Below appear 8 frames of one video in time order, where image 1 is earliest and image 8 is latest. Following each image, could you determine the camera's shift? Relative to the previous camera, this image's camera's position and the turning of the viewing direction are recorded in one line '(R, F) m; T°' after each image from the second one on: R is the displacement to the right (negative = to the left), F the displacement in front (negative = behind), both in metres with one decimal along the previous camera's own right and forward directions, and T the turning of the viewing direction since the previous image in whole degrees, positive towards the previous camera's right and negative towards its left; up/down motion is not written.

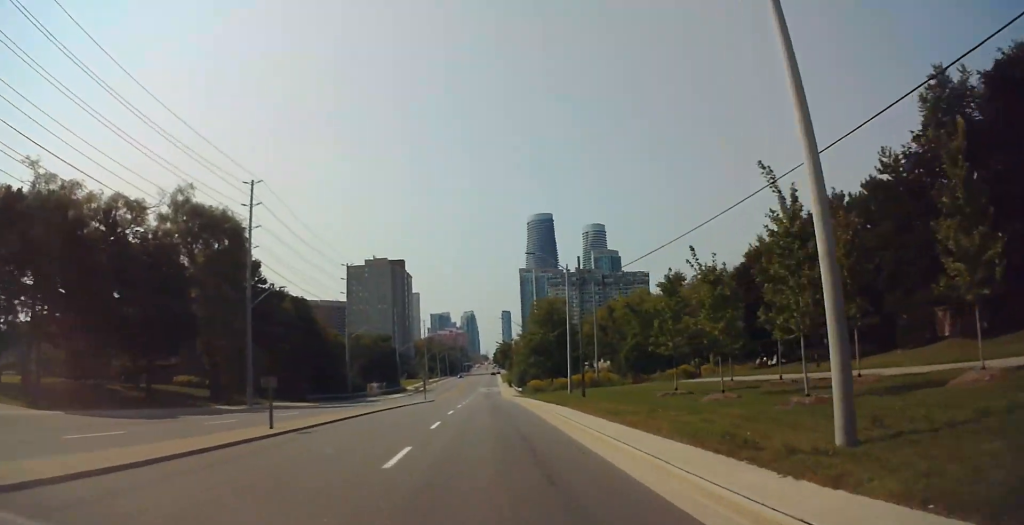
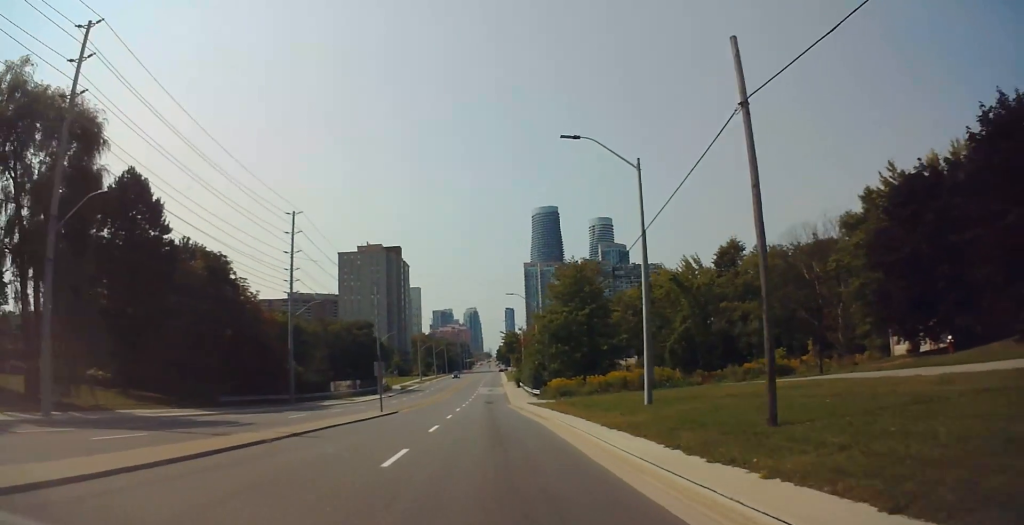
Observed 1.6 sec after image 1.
(+0.4, +25.3) m; 0°
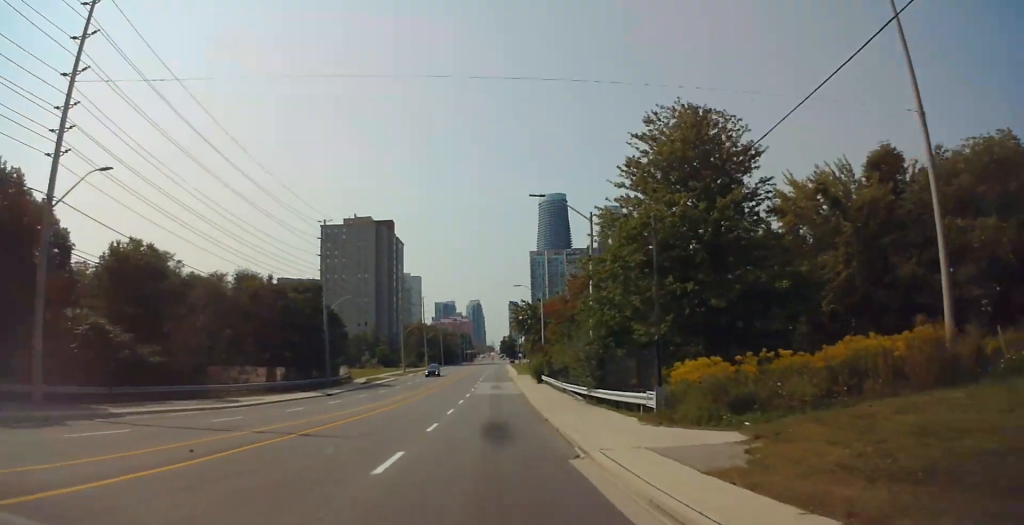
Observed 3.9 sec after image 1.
(-0.1, +36.1) m; +2°
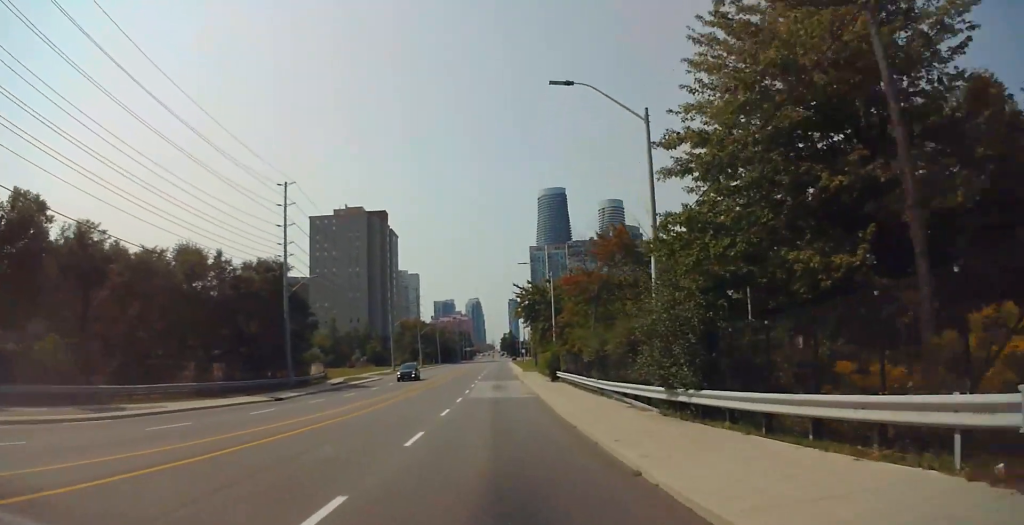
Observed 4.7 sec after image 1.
(+0.2, +13.6) m; 0°
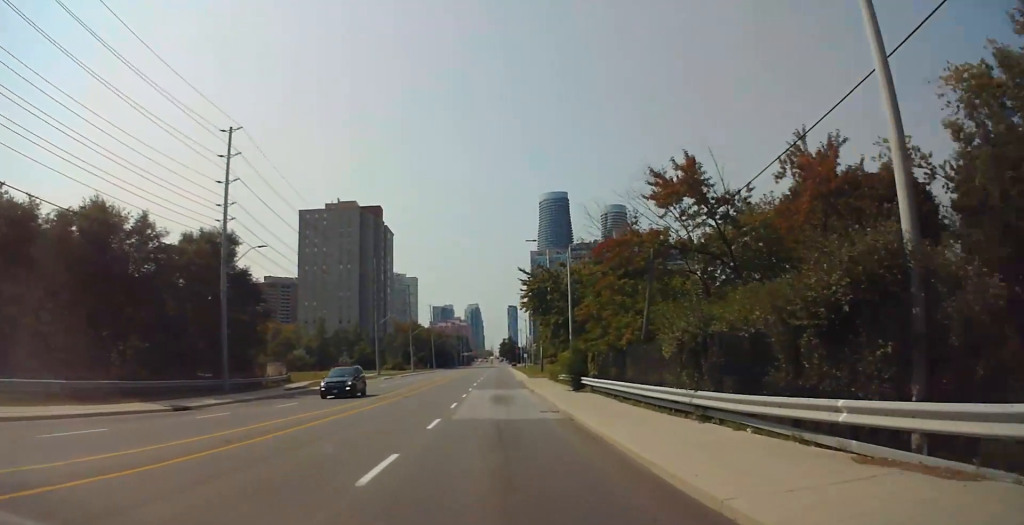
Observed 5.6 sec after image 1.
(-0.2, +13.8) m; -2°
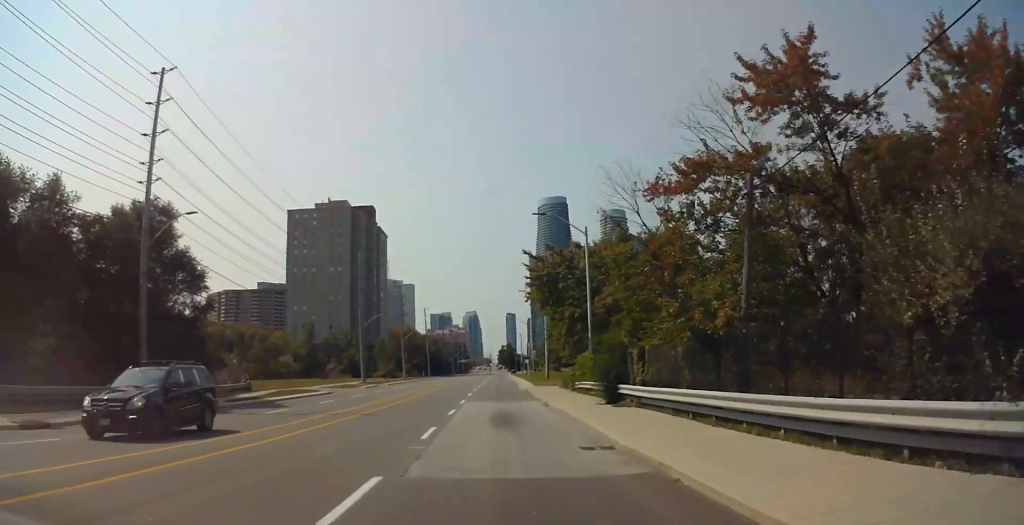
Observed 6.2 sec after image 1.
(-0.1, +10.5) m; -1°
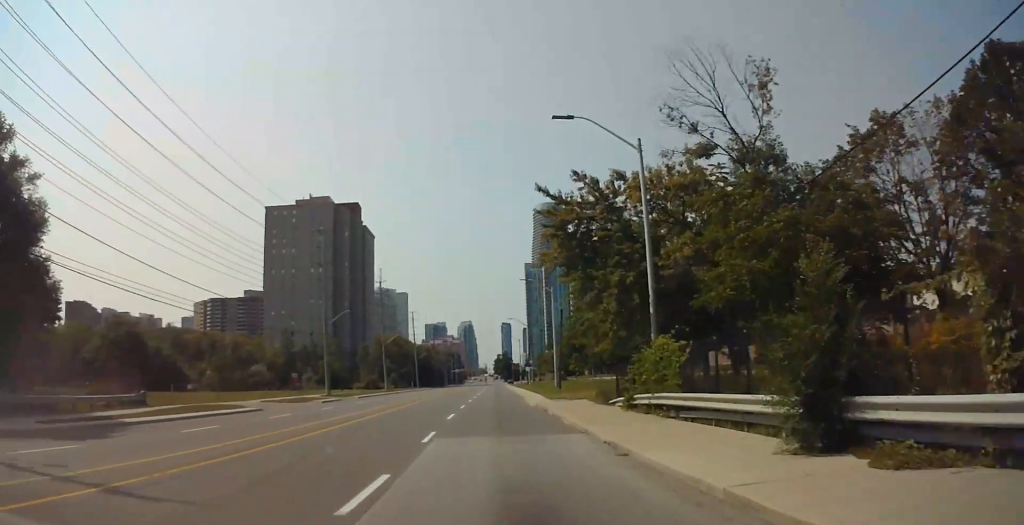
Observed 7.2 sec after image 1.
(-0.1, +16.8) m; 0°
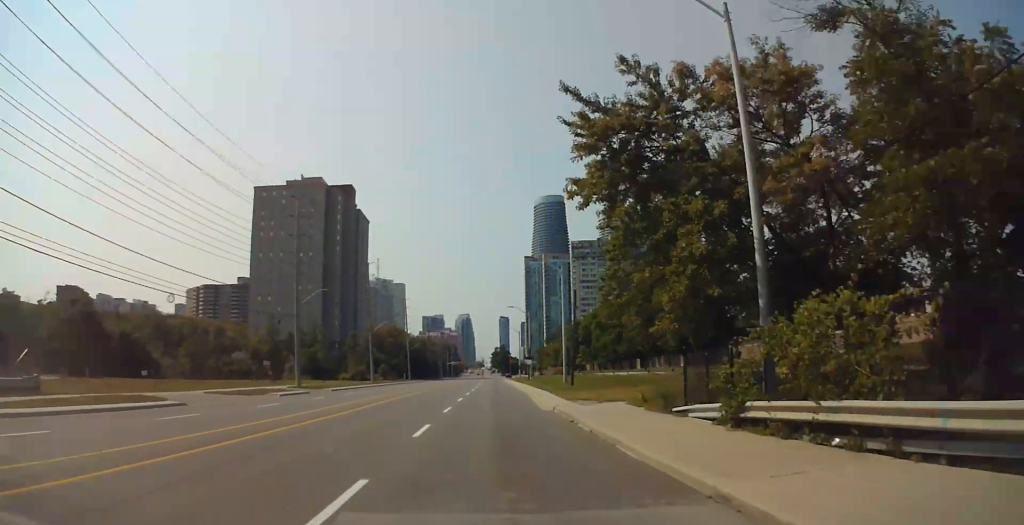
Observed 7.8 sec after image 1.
(+0.1, +10.2) m; +1°
